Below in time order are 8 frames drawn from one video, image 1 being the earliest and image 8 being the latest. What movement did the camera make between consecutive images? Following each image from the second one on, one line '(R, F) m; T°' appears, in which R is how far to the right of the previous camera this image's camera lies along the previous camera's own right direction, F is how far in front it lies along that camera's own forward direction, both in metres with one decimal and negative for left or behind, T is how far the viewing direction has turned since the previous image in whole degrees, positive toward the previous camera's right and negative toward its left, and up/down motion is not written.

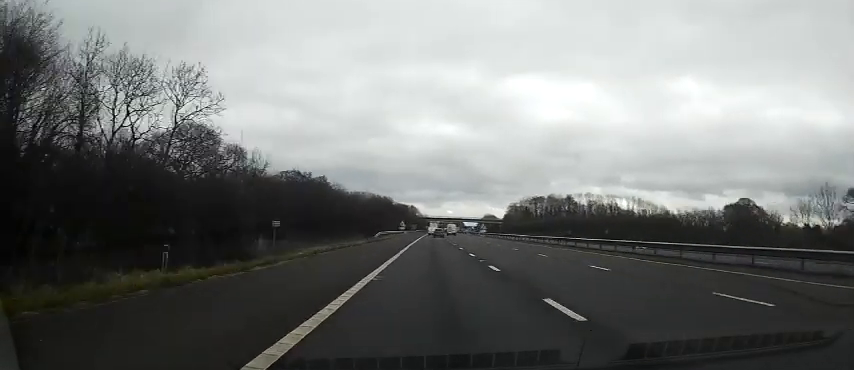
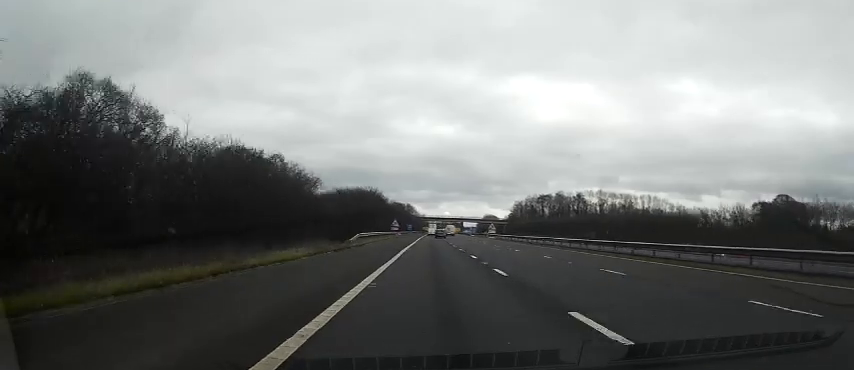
(-0.2, +19.4) m; 0°
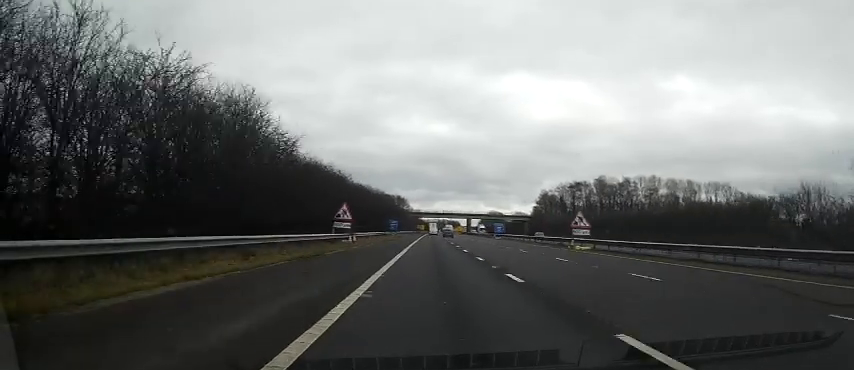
(+0.9, +56.0) m; +1°
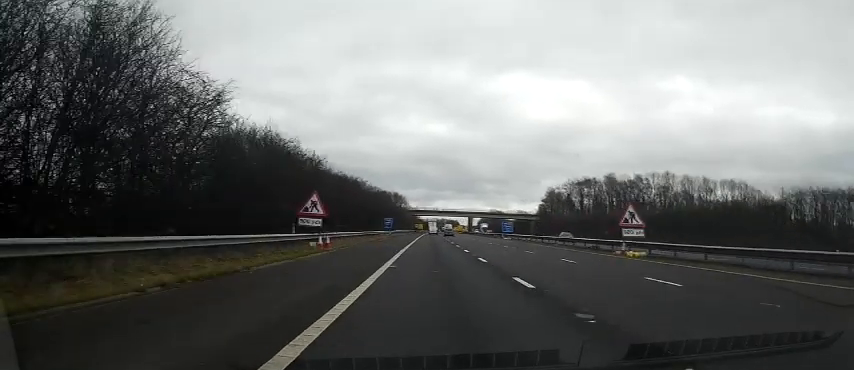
(-0.2, +10.9) m; 0°
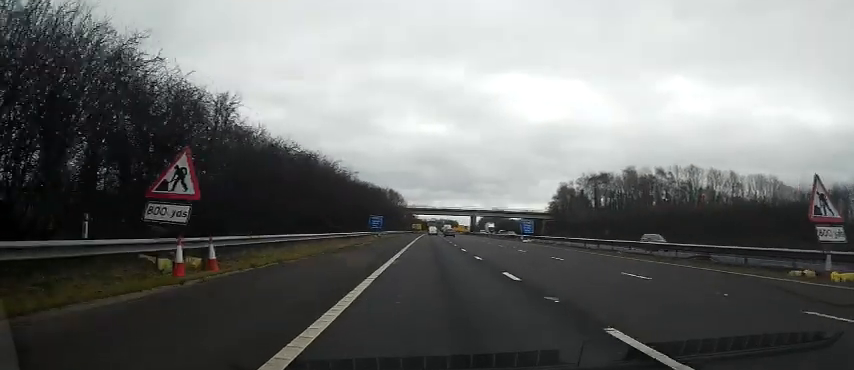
(0.0, +16.1) m; 0°
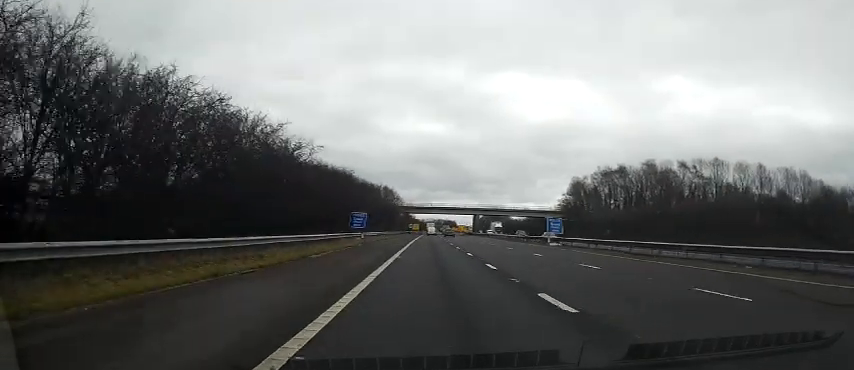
(+0.2, +14.7) m; +1°
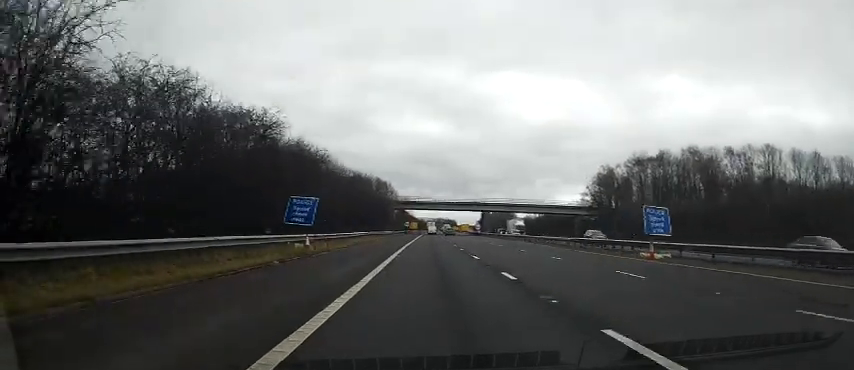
(+0.1, +21.2) m; 0°
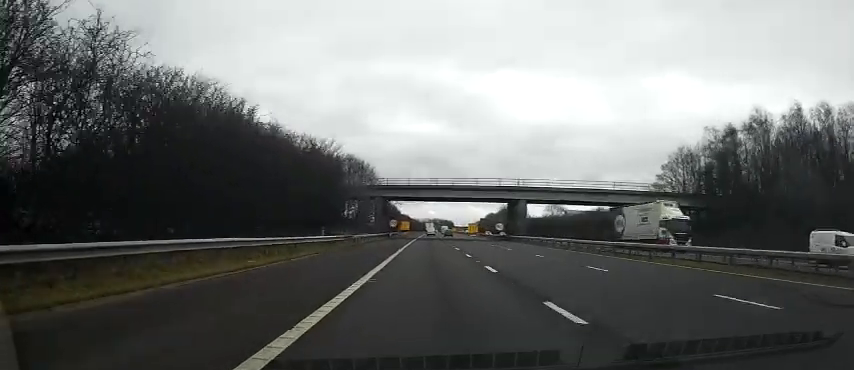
(-0.4, +42.7) m; -1°
